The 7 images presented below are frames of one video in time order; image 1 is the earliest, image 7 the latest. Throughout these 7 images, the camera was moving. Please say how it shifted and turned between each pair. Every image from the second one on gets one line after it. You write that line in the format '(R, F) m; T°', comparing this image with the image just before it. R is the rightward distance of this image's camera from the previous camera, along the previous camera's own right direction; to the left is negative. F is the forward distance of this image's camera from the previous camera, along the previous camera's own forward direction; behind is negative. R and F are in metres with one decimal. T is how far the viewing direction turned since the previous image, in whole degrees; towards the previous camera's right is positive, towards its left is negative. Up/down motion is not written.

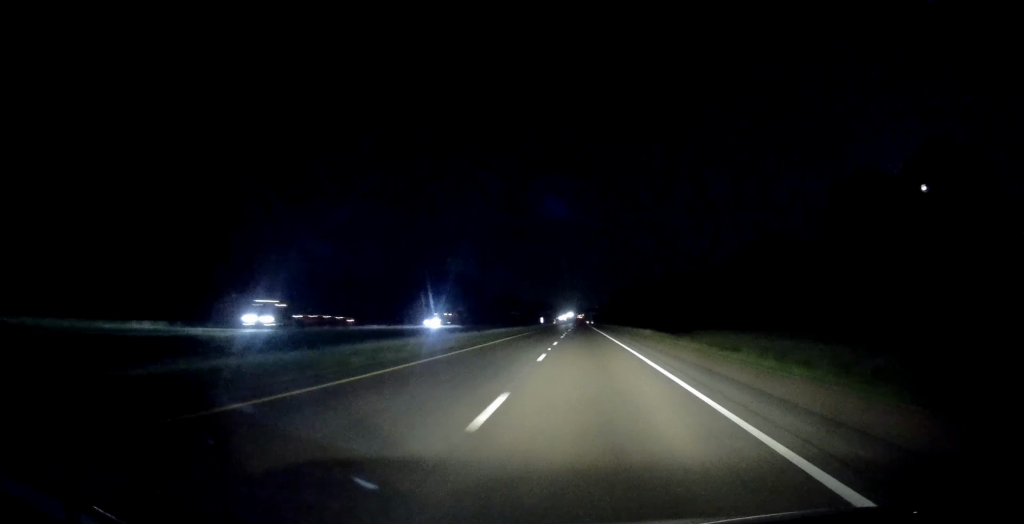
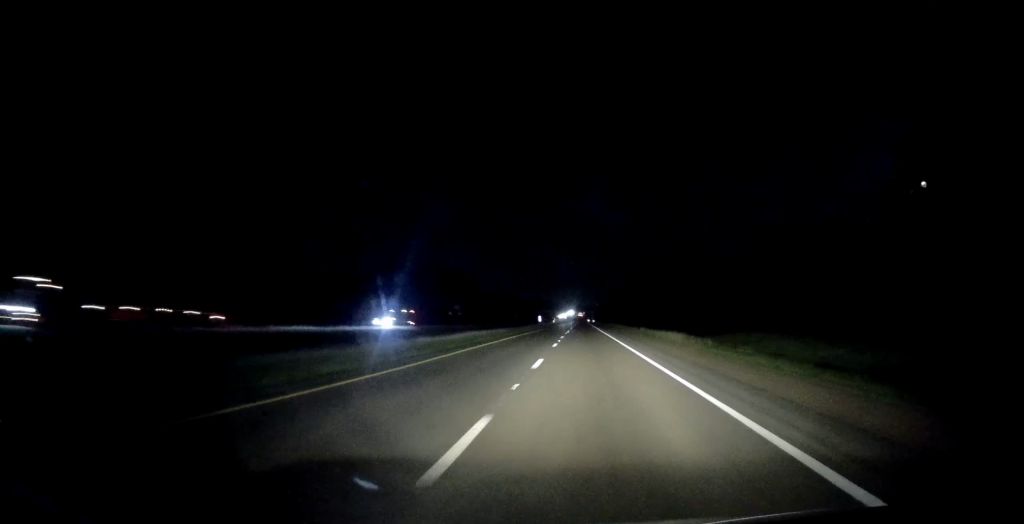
(0.0, +14.8) m; 0°
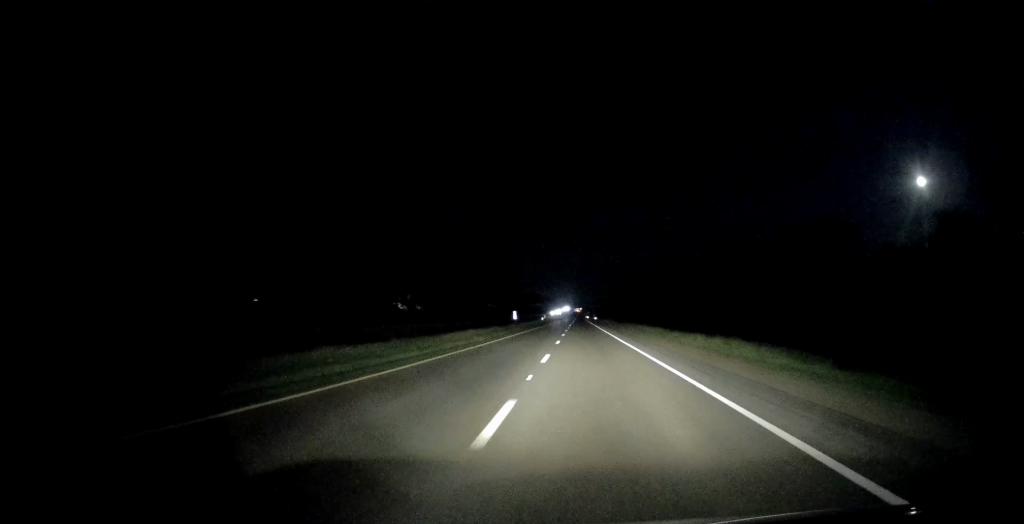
(-0.1, +71.8) m; 0°
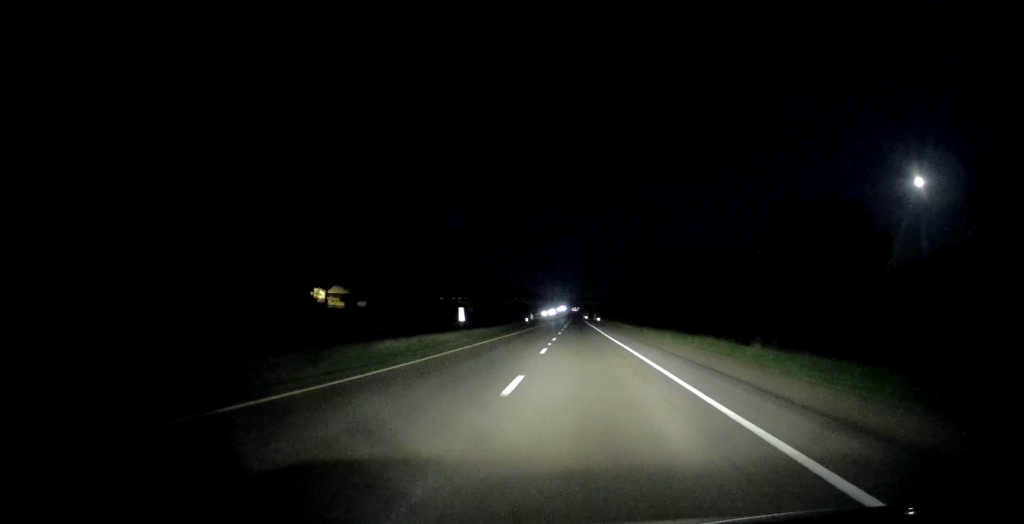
(-0.2, +56.3) m; 0°
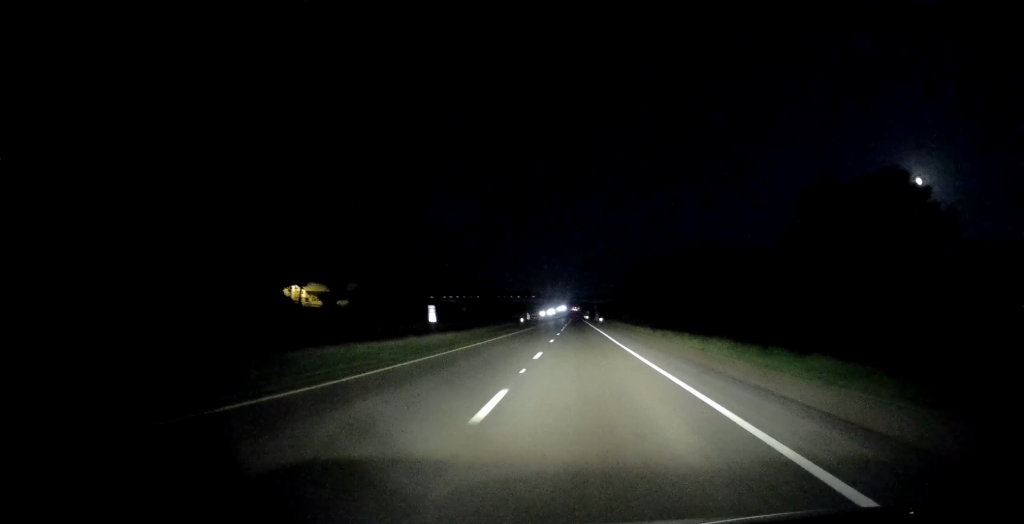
(+0.1, +14.8) m; 0°
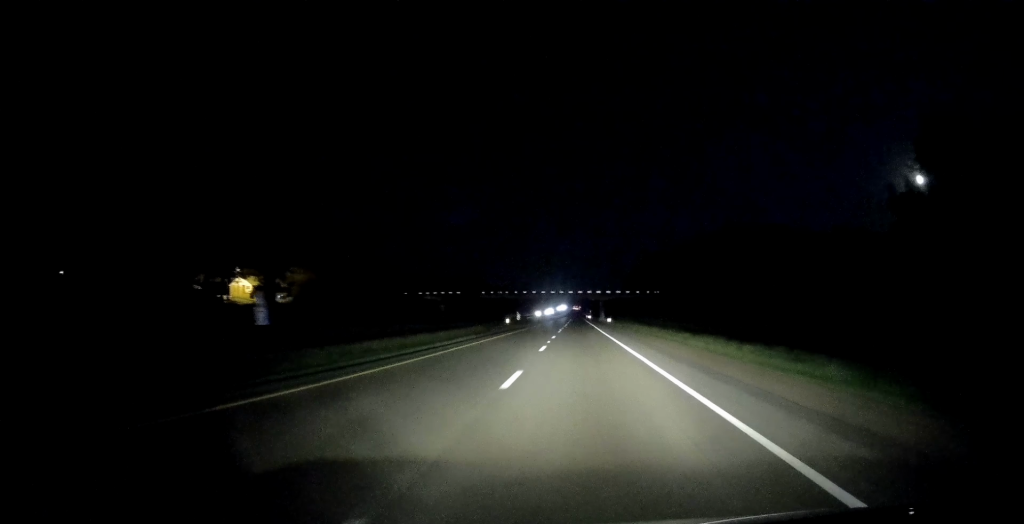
(0.0, +32.7) m; 0°
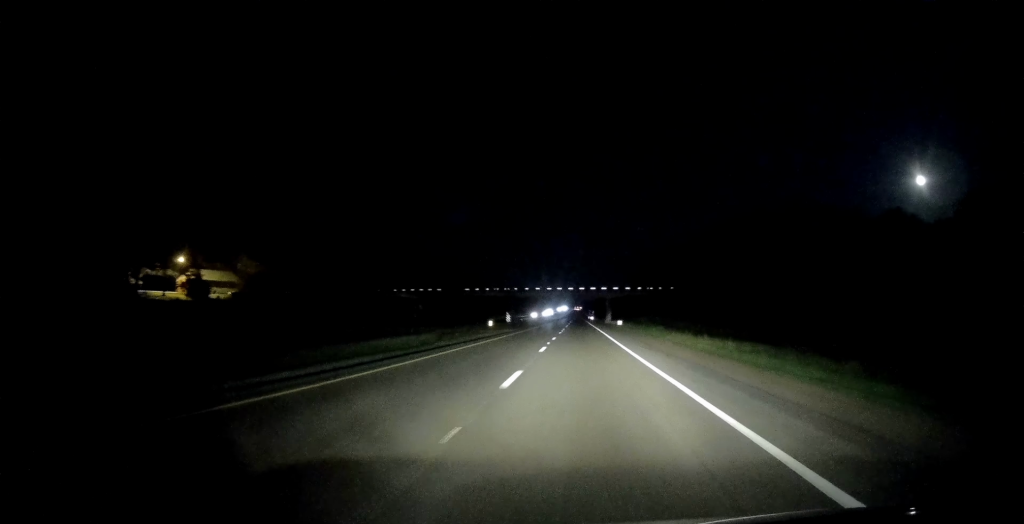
(+0.1, +24.2) m; 0°
